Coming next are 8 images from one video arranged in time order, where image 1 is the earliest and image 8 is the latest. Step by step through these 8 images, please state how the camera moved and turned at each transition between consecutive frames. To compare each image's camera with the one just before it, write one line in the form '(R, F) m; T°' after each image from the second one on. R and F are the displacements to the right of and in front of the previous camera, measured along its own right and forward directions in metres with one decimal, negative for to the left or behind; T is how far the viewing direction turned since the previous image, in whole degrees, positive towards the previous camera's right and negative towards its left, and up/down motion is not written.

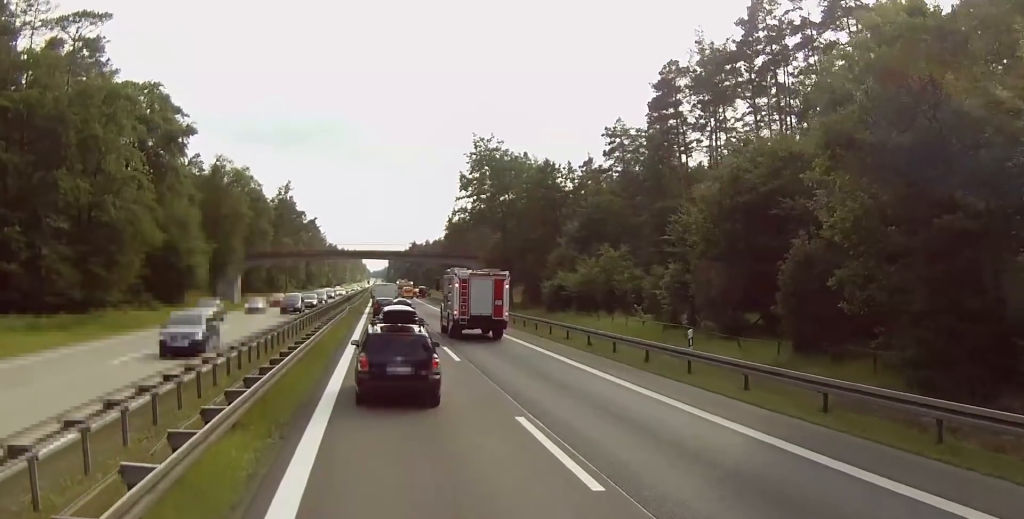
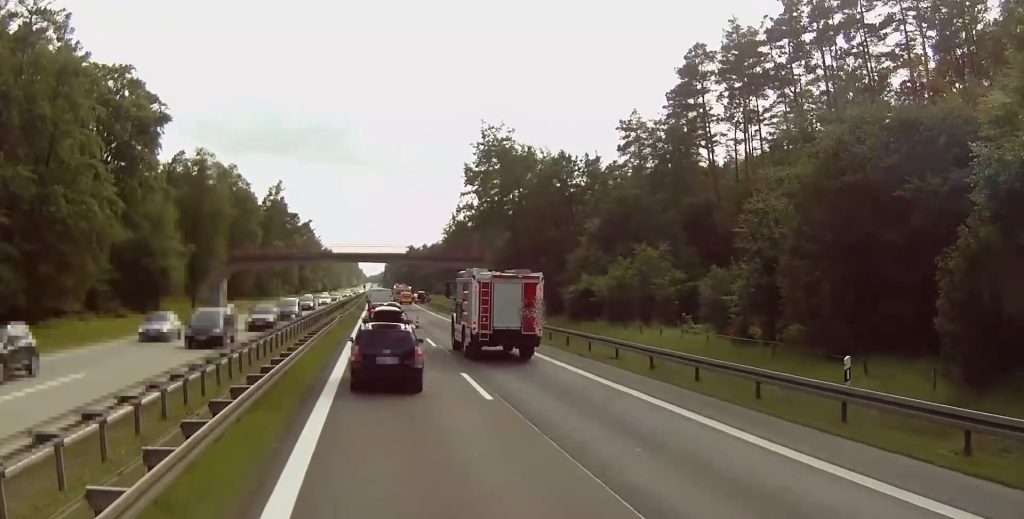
(+0.1, +8.1) m; +3°
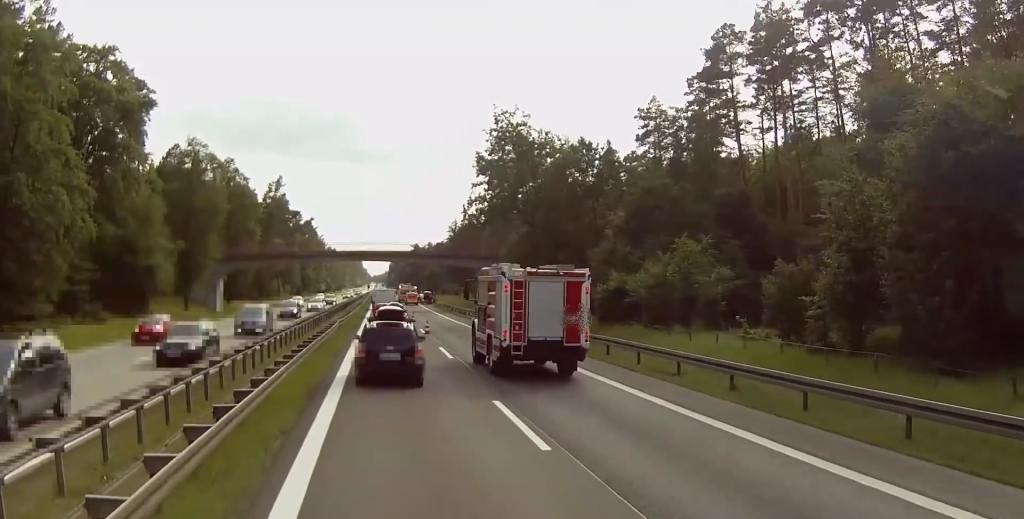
(+0.1, +6.0) m; +1°
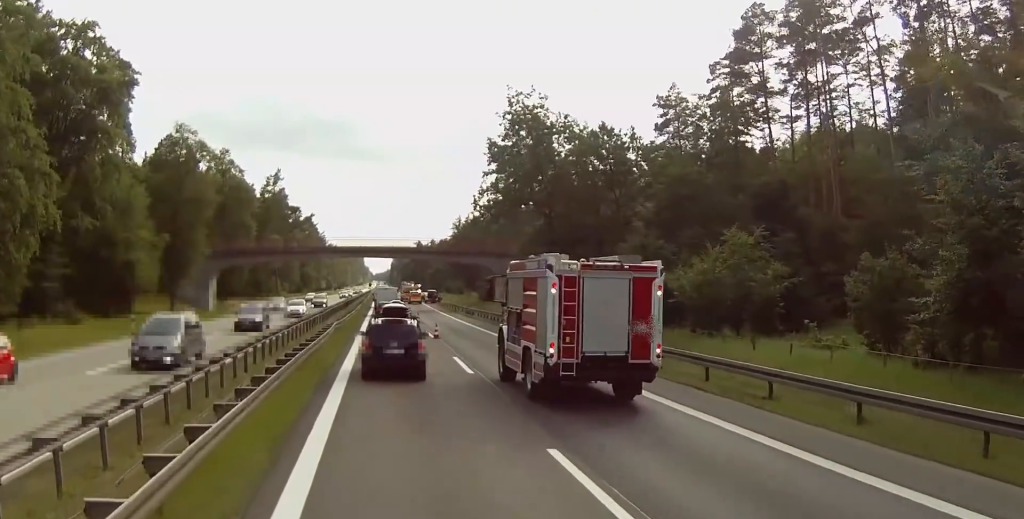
(0.0, +6.1) m; 0°
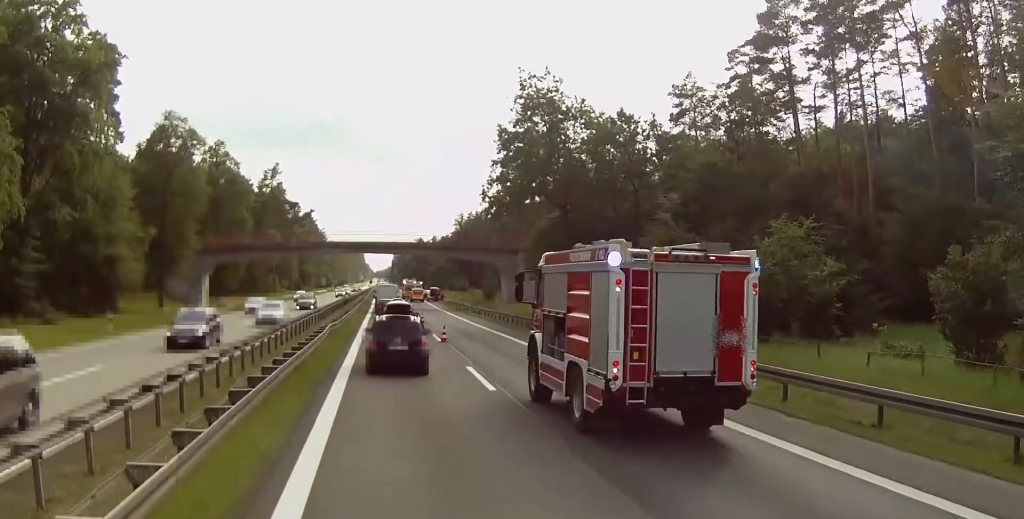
(0.0, +4.6) m; -1°
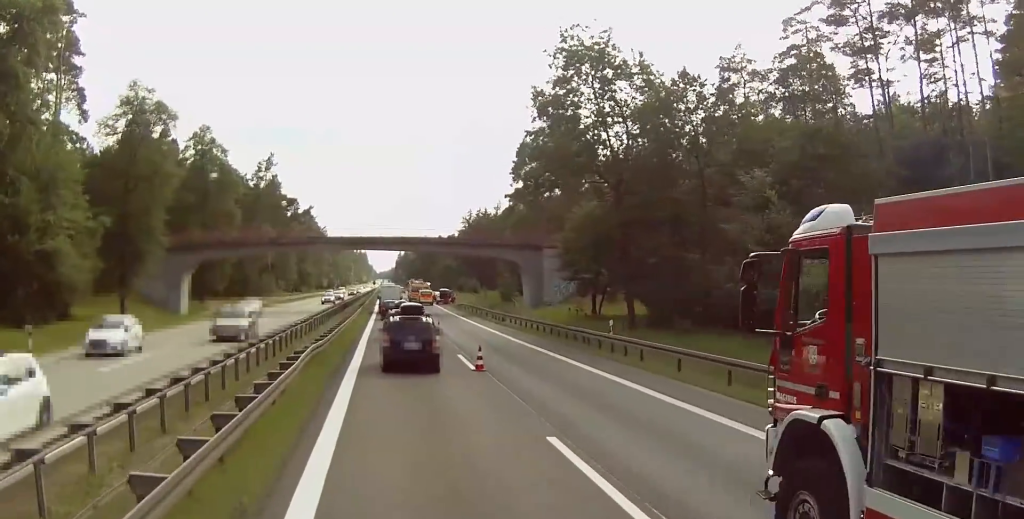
(-0.3, +12.3) m; -2°
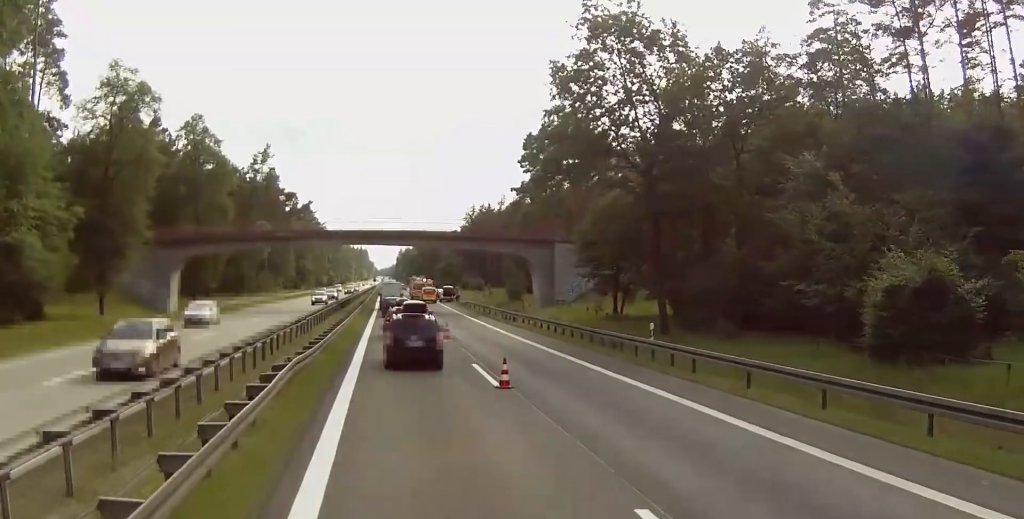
(0.0, +5.1) m; 0°
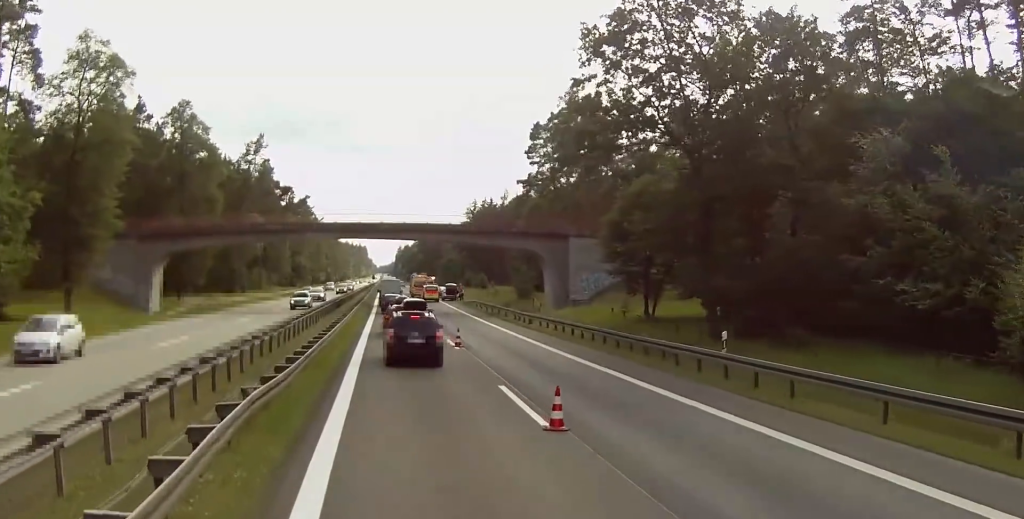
(-0.1, +6.6) m; 0°
